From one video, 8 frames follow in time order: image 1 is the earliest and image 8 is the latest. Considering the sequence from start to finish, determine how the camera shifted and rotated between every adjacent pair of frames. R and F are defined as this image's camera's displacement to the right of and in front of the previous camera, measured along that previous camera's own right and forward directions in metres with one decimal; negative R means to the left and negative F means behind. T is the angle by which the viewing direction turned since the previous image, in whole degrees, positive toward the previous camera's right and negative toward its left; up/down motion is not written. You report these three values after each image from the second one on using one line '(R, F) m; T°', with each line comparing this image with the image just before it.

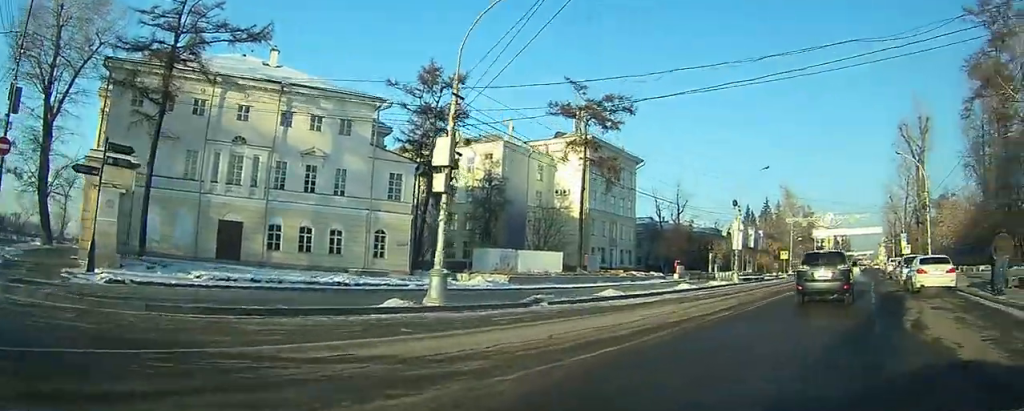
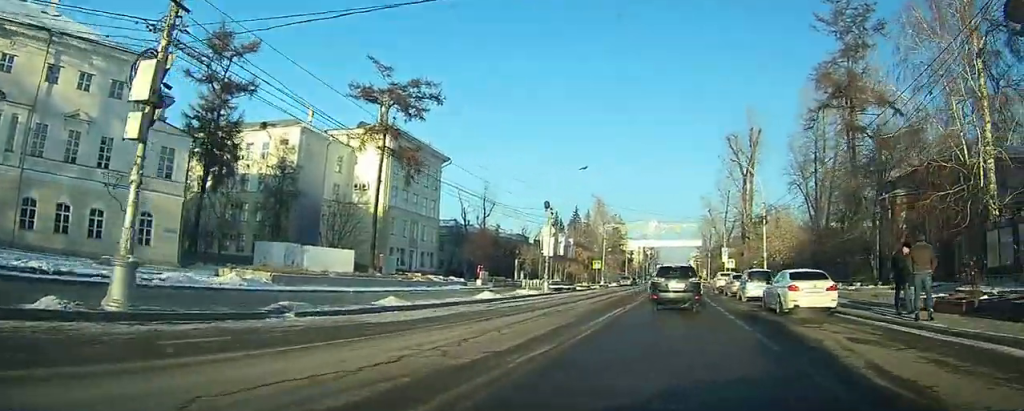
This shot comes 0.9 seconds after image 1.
(+0.5, +5.5) m; +6°
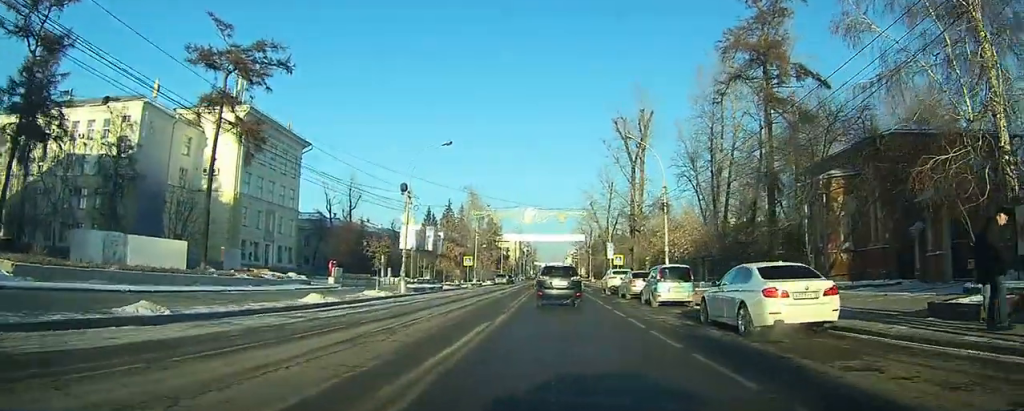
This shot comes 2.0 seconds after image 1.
(0.0, +6.3) m; +6°
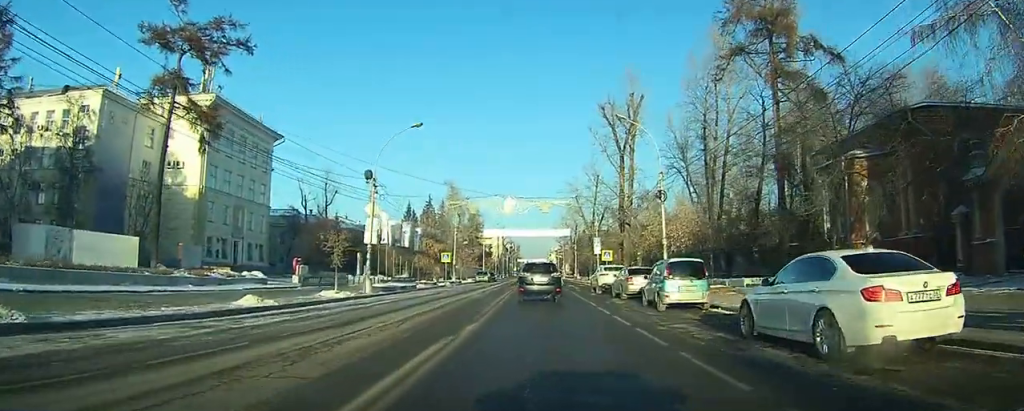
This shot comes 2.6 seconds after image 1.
(+0.2, +3.4) m; +4°
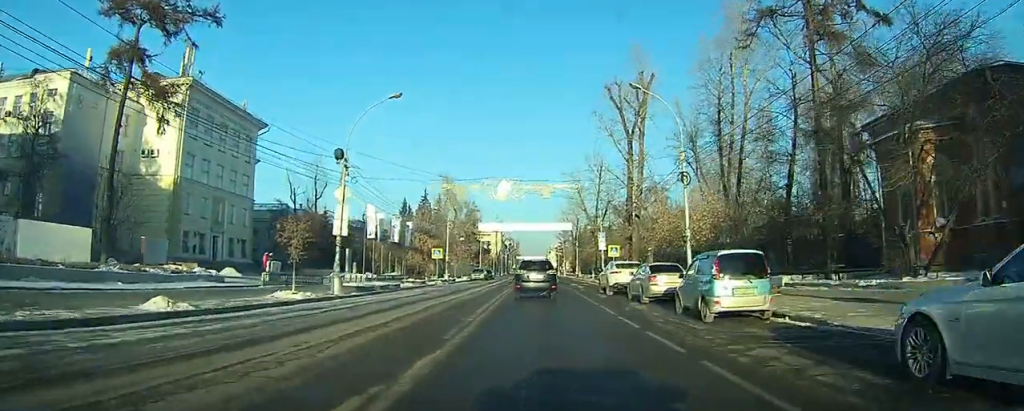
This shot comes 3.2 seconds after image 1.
(+0.2, +4.2) m; +4°
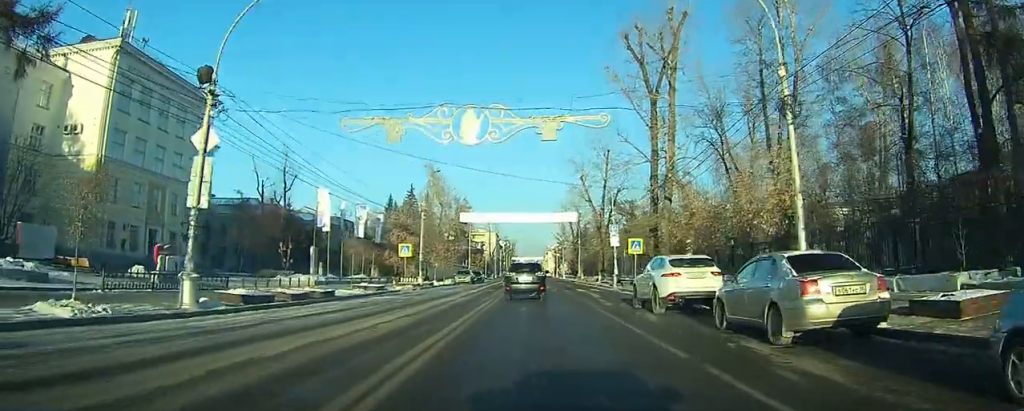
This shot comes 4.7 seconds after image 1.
(-0.2, +11.3) m; -3°
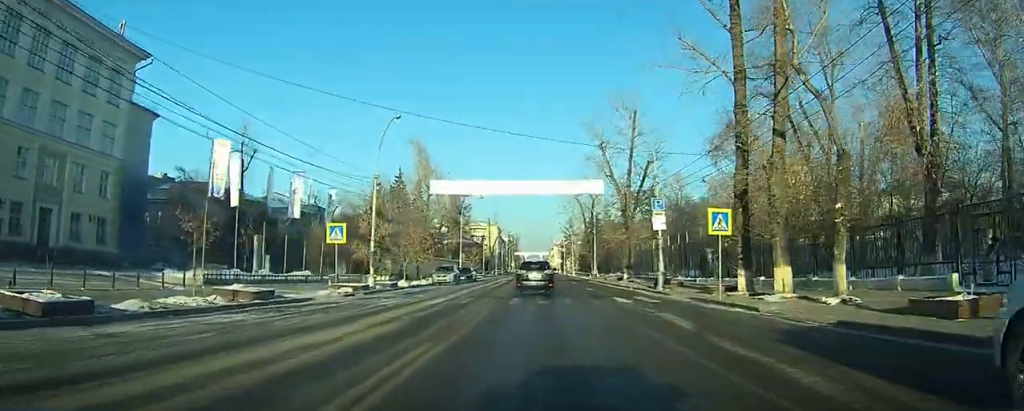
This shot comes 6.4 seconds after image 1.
(+0.1, +13.9) m; +3°
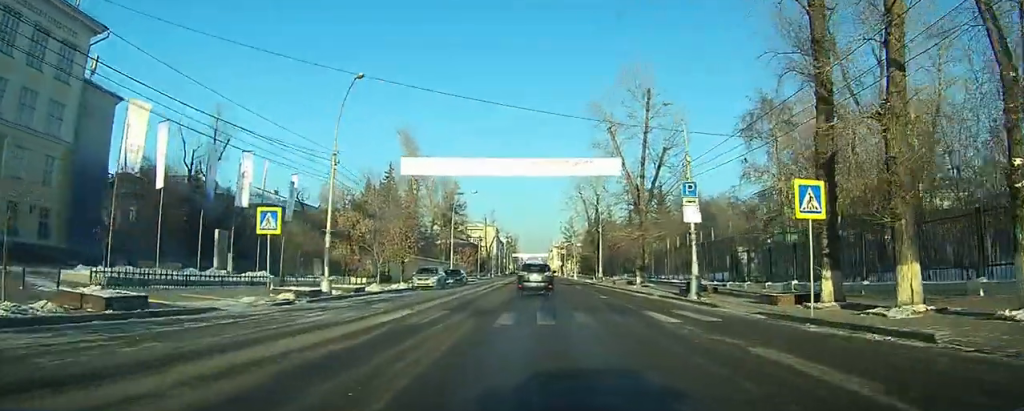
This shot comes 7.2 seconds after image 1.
(+0.1, +5.7) m; 0°
